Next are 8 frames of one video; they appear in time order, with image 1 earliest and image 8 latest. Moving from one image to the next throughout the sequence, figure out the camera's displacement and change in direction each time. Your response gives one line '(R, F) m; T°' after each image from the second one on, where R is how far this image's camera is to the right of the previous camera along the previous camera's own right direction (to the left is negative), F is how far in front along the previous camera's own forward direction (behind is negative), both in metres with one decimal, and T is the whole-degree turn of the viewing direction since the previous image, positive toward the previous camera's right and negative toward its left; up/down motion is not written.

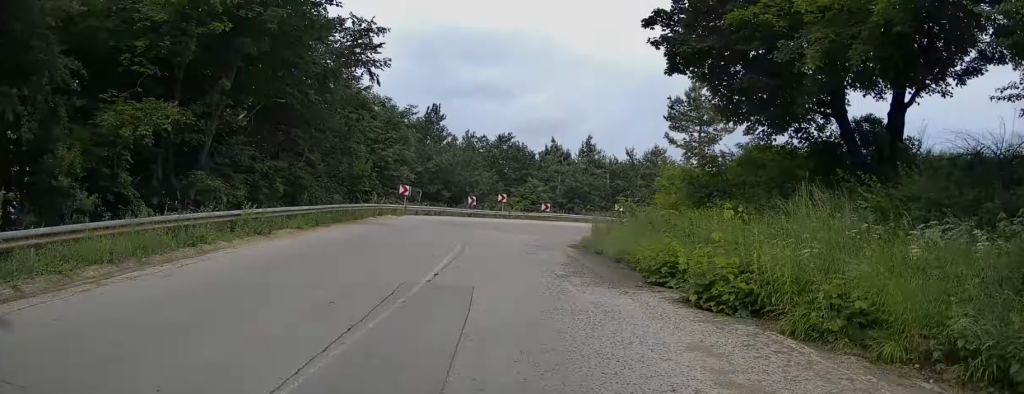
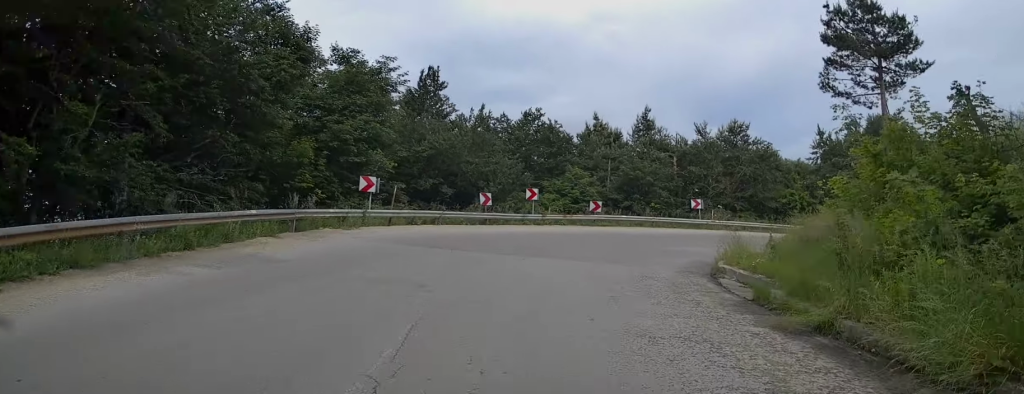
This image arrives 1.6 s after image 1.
(-0.9, +18.2) m; -3°
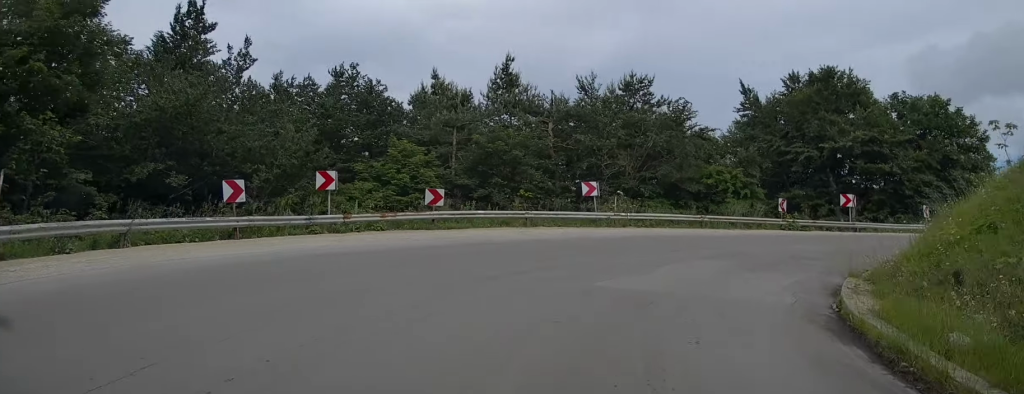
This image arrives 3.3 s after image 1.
(+1.2, +15.1) m; +16°
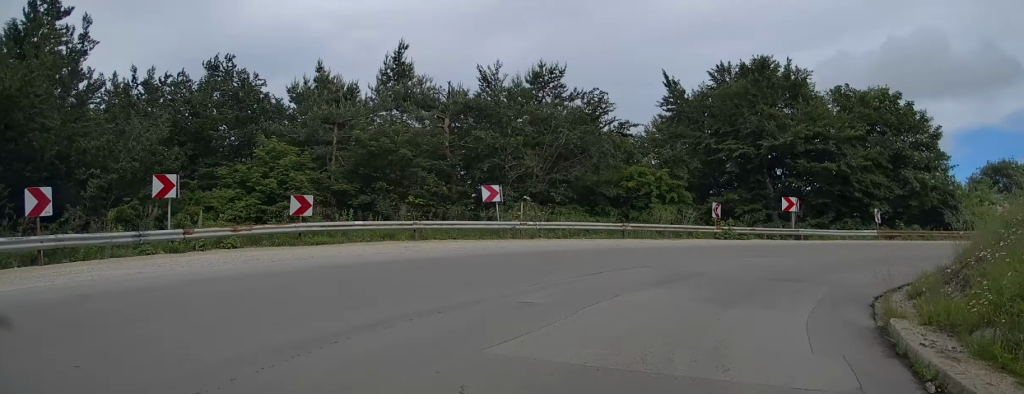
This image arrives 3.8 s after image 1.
(+0.2, +4.6) m; +10°
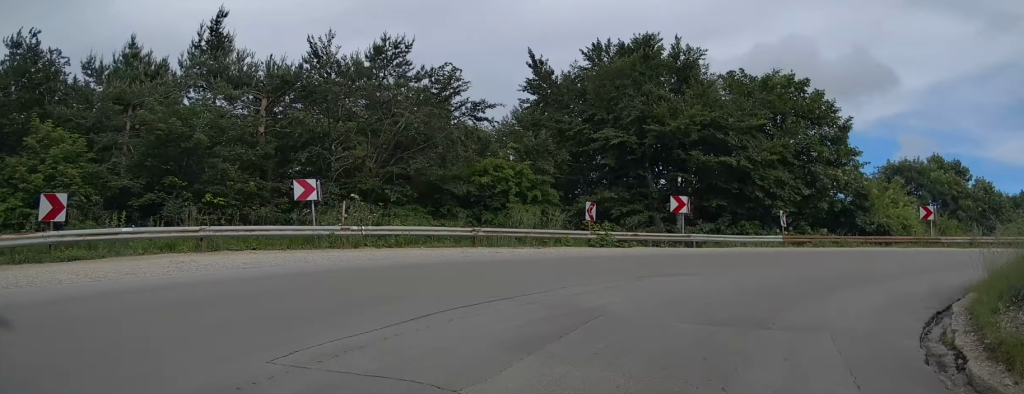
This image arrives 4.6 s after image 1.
(+0.7, +5.4) m; +16°
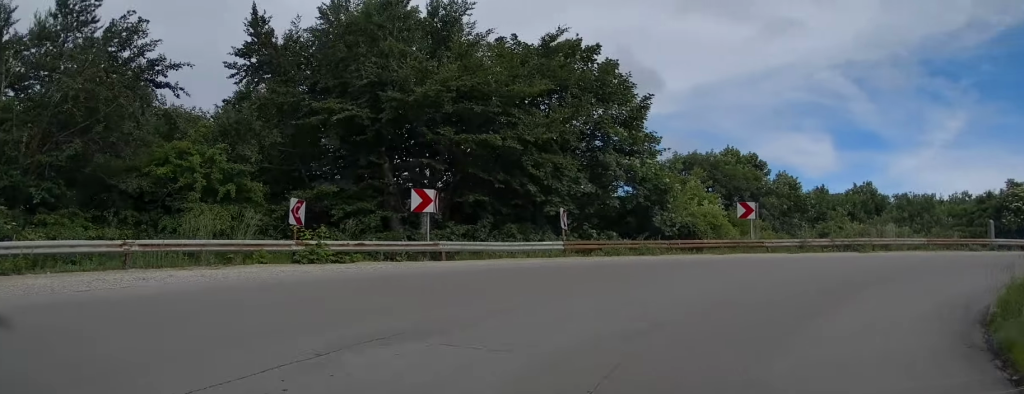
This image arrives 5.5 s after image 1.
(+1.4, +6.6) m; +23°
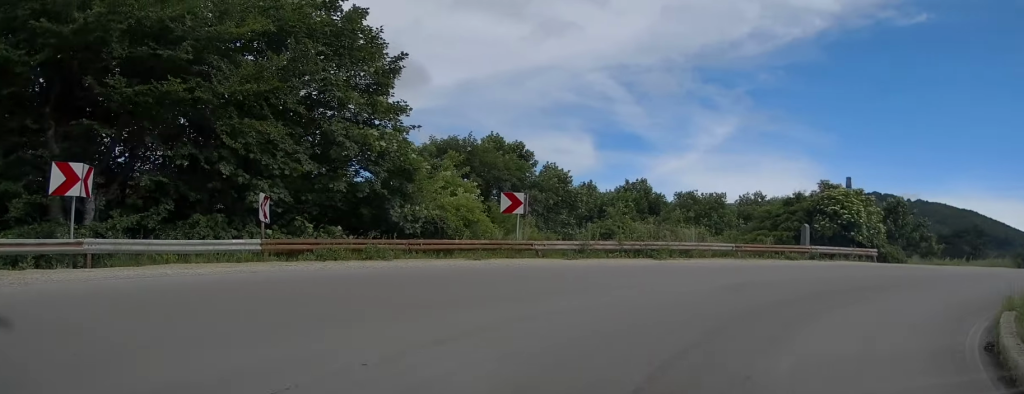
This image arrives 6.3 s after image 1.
(+1.0, +5.5) m; +20°
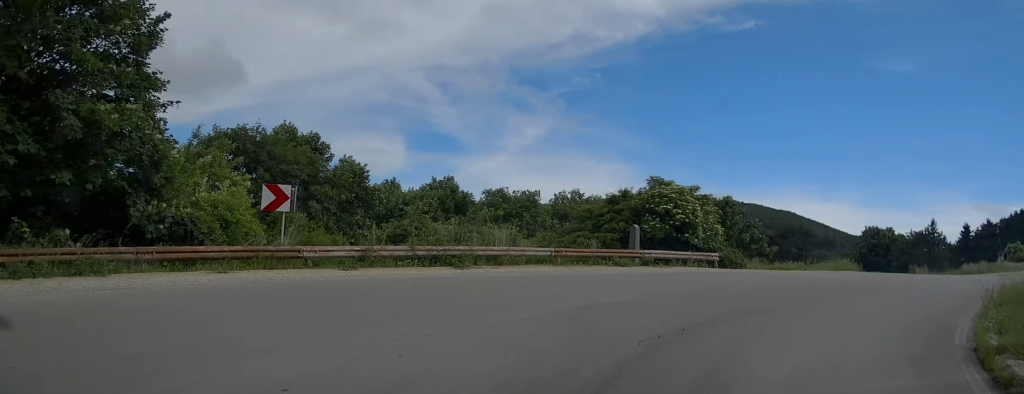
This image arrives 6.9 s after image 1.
(+0.4, +4.0) m; +15°
